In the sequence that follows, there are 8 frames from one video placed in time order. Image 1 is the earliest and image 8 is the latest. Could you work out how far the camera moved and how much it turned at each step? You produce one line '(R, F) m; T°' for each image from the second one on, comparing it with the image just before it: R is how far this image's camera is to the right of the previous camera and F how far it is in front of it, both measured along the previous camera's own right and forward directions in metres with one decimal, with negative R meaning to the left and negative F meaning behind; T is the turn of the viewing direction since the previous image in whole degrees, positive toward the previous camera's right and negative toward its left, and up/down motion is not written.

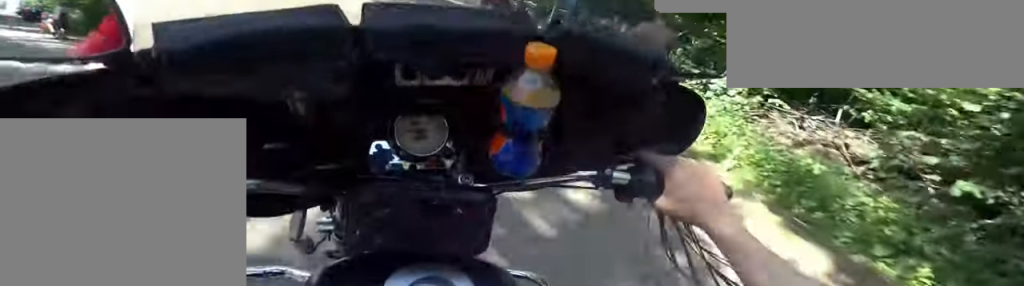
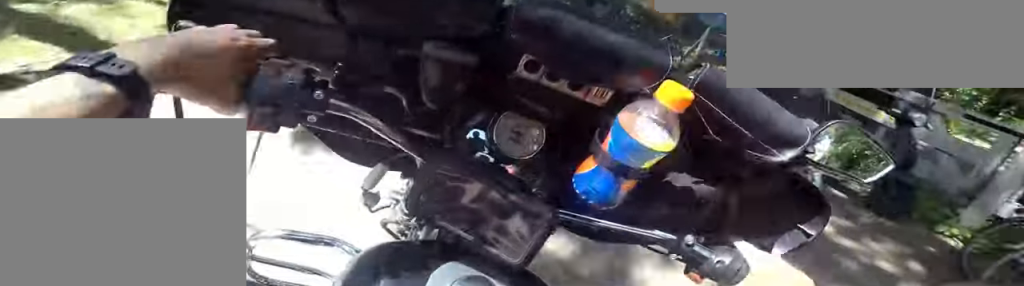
(-0.2, +5.8) m; -4°
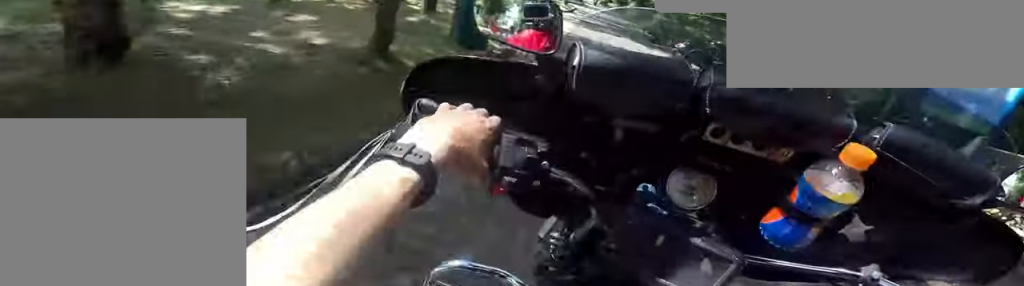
(-0.1, +2.9) m; -1°
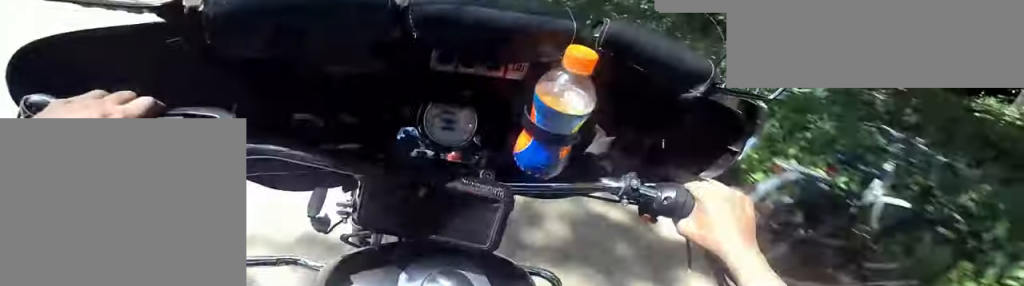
(-0.1, +8.7) m; -1°
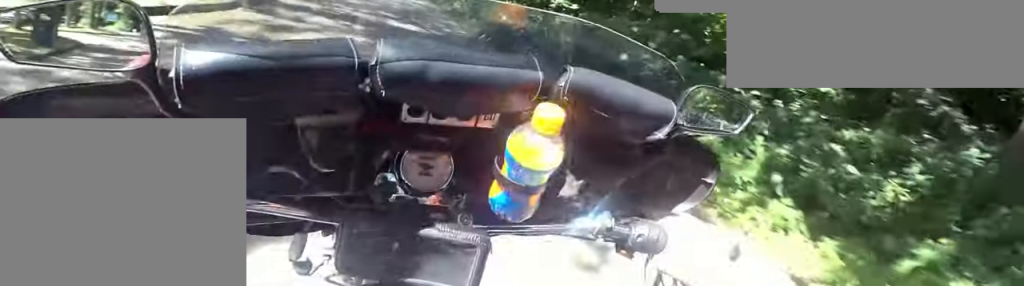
(0.0, +3.1) m; 0°
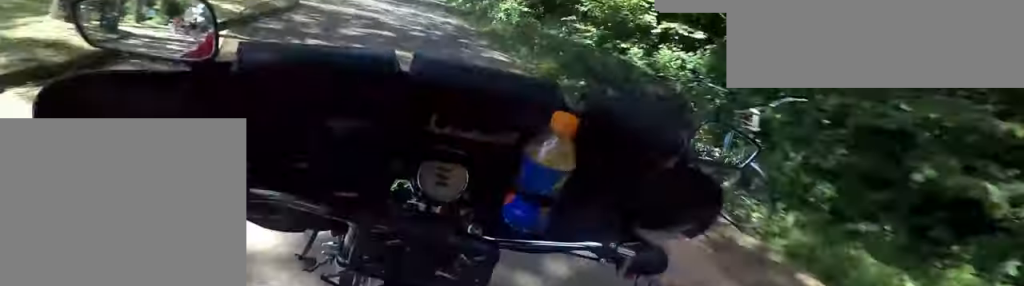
(0.0, +3.7) m; 0°
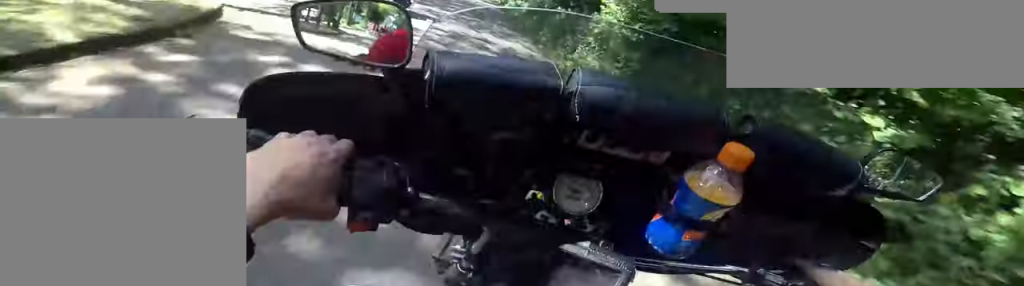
(0.0, +4.8) m; +1°
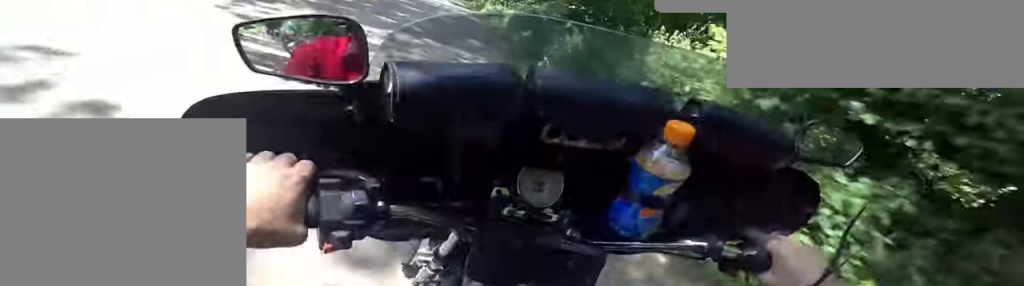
(0.0, +5.3) m; +1°
